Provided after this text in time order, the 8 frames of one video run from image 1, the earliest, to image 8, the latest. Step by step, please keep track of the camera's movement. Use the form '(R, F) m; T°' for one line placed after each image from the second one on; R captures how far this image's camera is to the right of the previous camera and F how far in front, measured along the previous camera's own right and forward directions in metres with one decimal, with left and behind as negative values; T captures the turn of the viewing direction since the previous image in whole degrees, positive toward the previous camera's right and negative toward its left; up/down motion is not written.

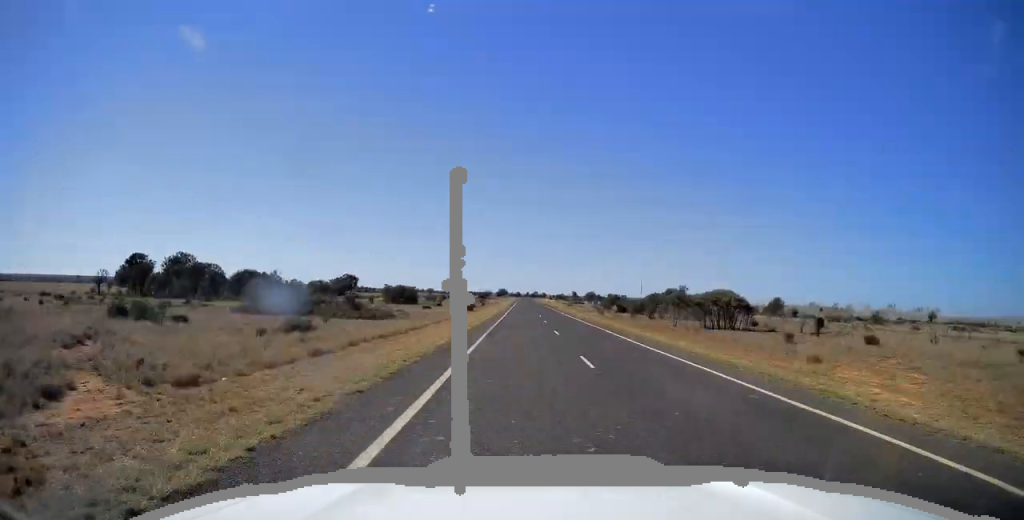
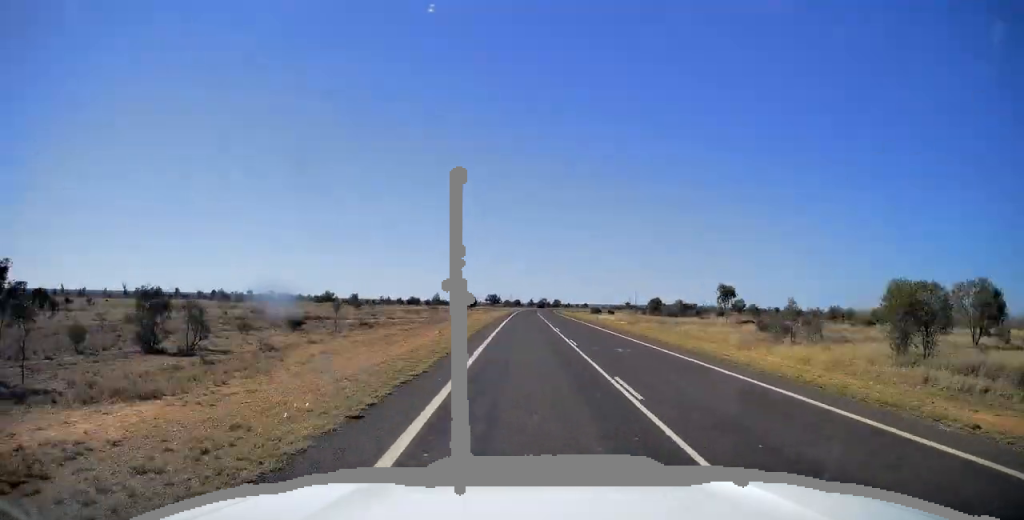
(+0.6, +226.8) m; +2°
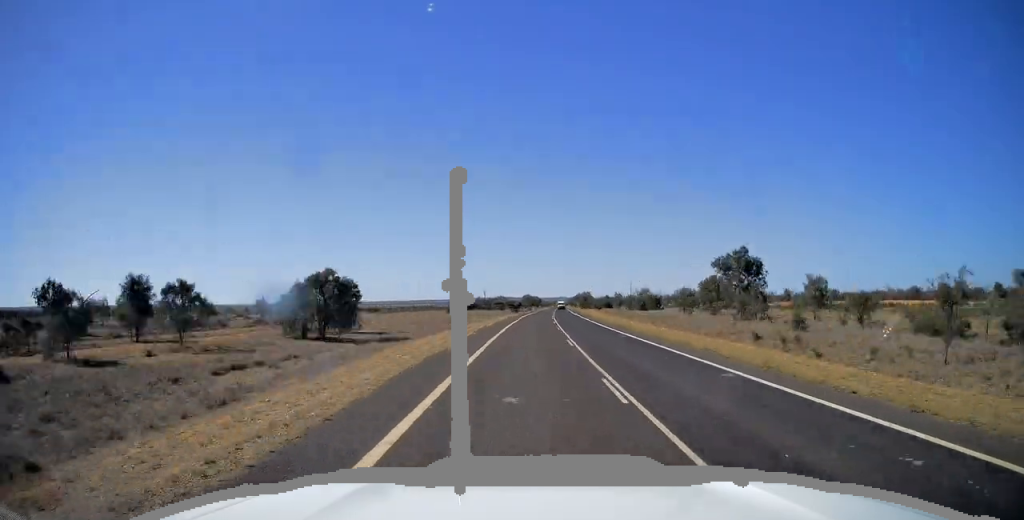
(+52.6, +468.7) m; +13°
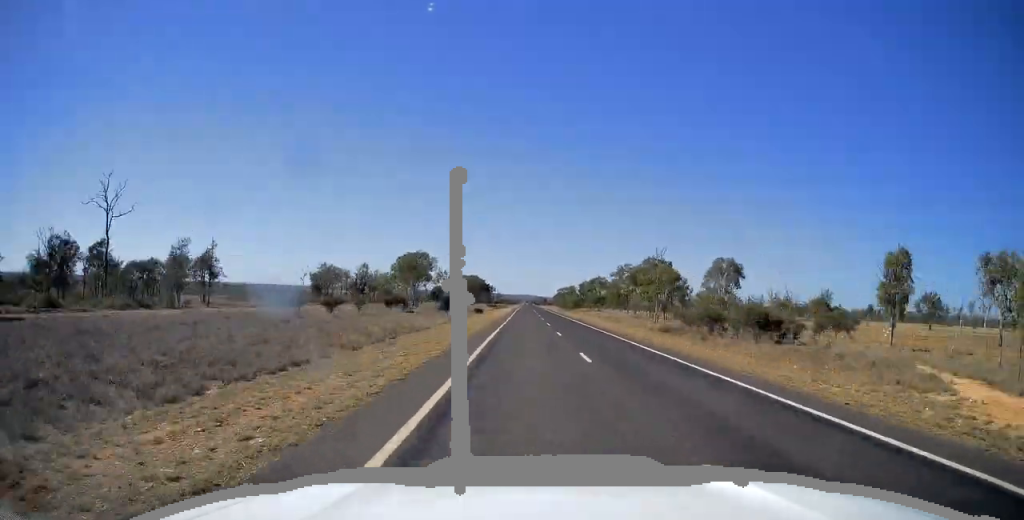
(+15.3, +334.8) m; +3°
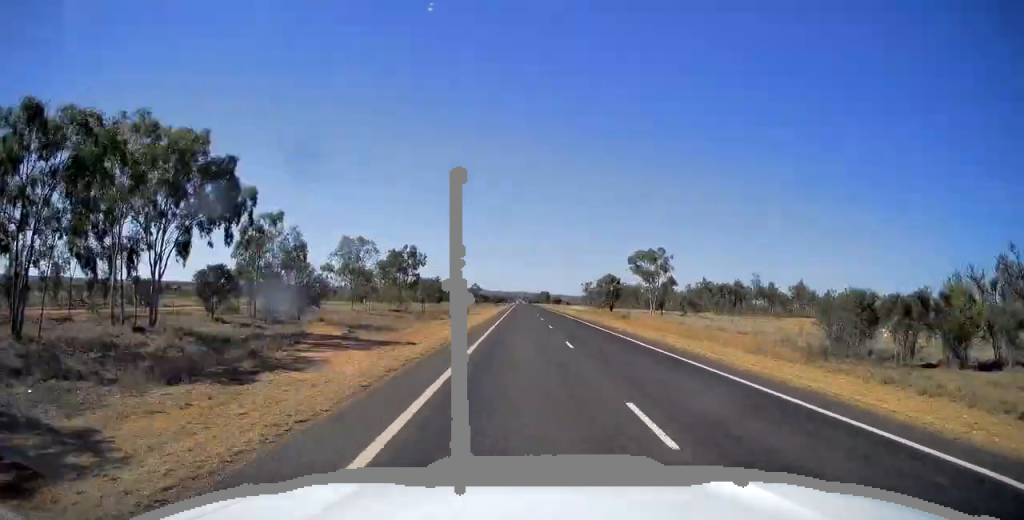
(0.0, +187.3) m; 0°
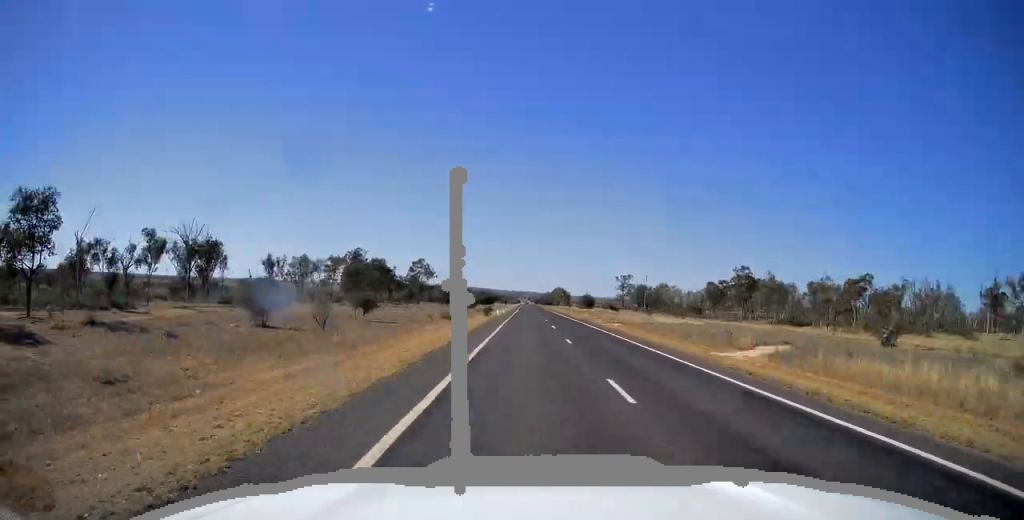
(+0.1, +147.9) m; 0°
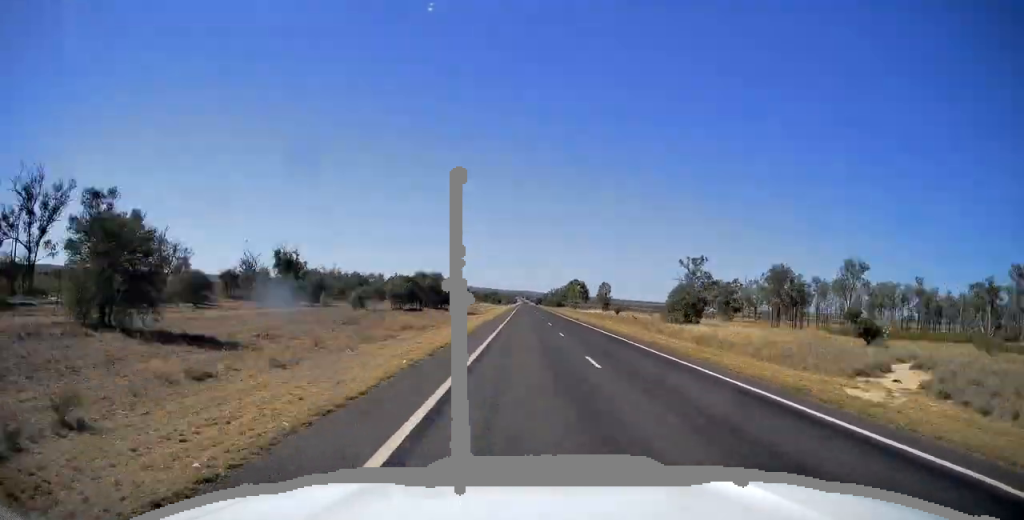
(+0.1, +128.1) m; 0°
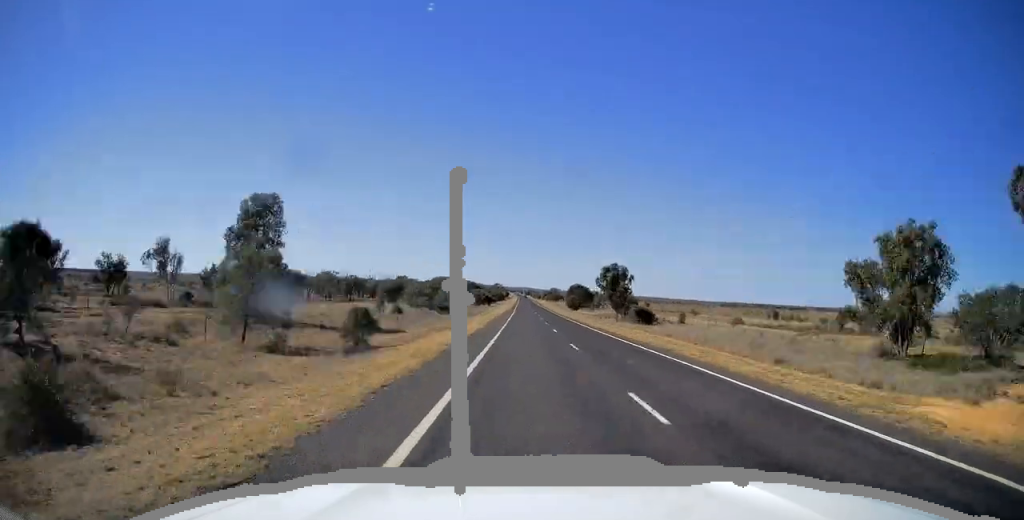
(+0.3, +423.6) m; 0°
